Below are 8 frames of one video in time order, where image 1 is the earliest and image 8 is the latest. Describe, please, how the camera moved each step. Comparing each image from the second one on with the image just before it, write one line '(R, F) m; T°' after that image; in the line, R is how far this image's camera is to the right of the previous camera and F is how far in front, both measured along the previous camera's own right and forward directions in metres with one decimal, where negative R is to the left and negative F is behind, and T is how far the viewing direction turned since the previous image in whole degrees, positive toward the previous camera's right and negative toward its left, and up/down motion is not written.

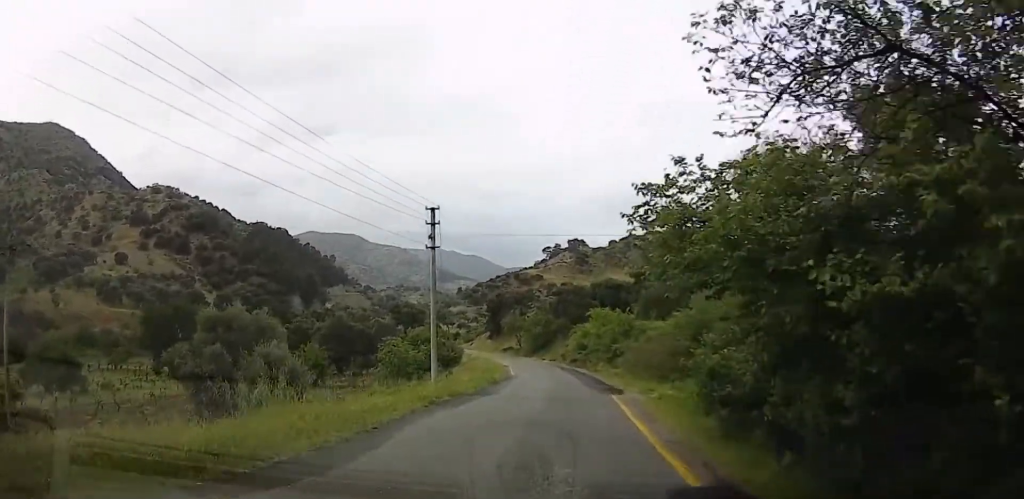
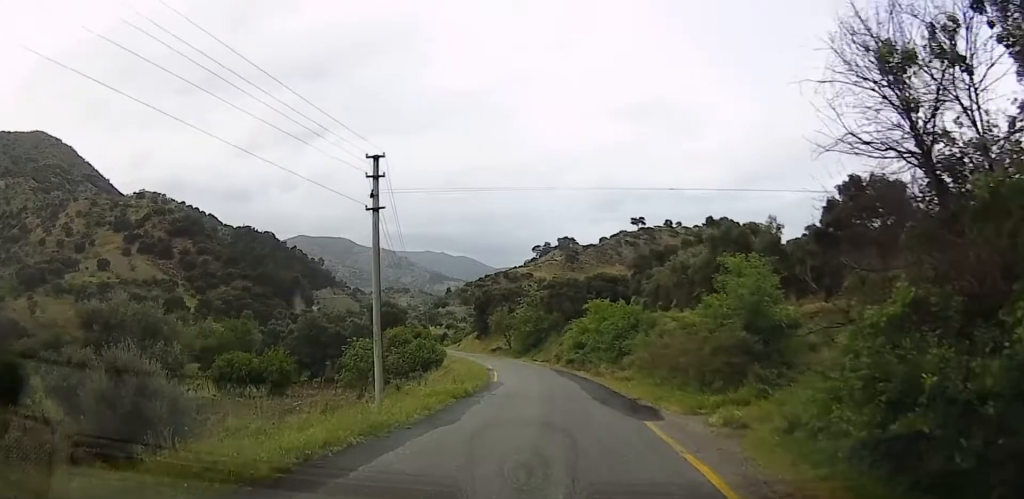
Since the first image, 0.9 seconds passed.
(0.0, +6.9) m; -4°
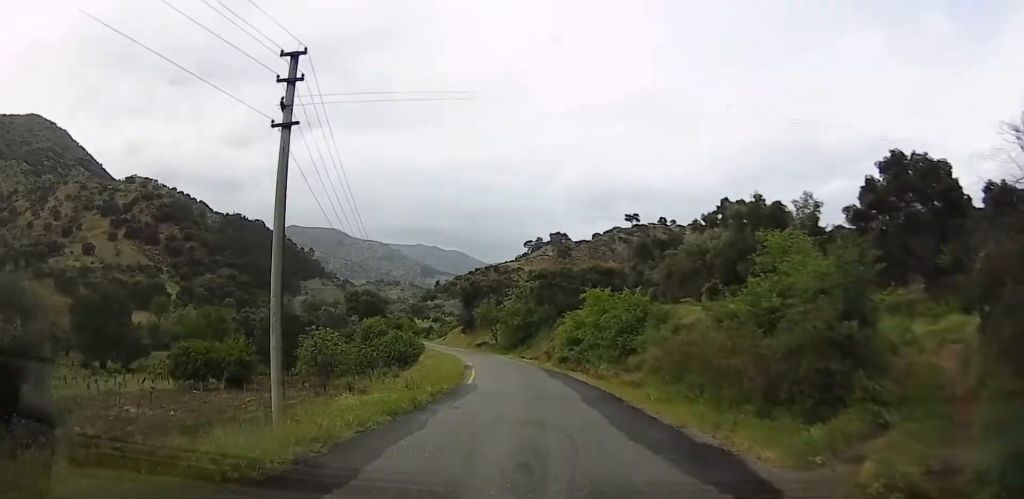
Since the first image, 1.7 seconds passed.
(-0.5, +5.9) m; +1°
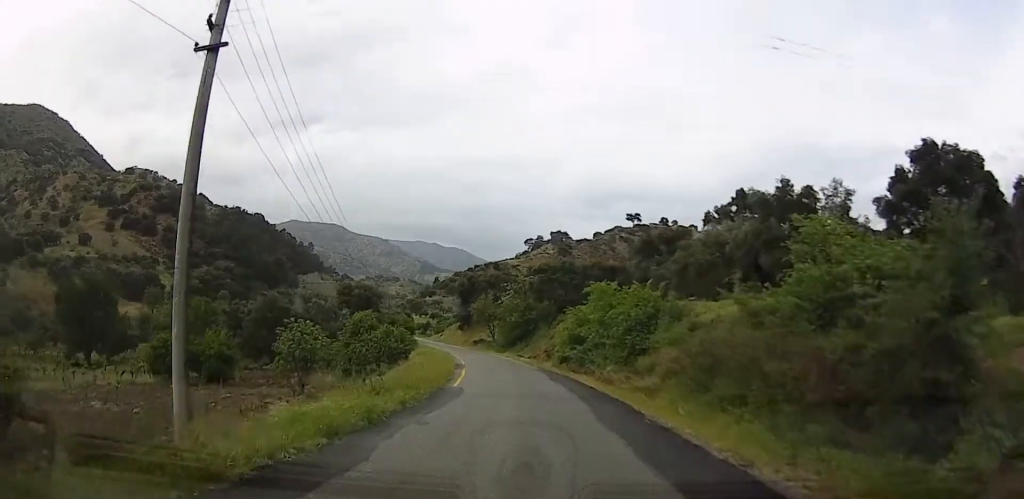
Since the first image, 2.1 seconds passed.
(-0.1, +3.1) m; +1°
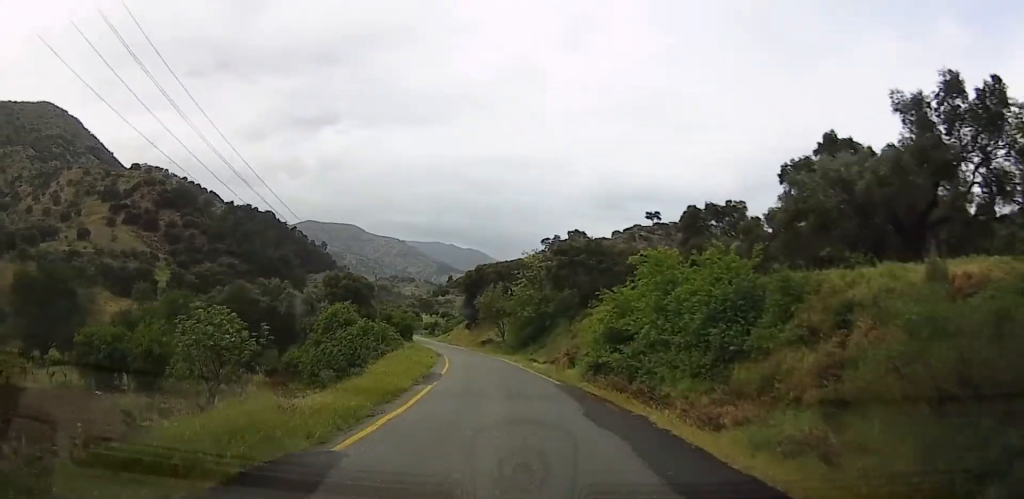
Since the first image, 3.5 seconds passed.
(+1.3, +11.3) m; +3°
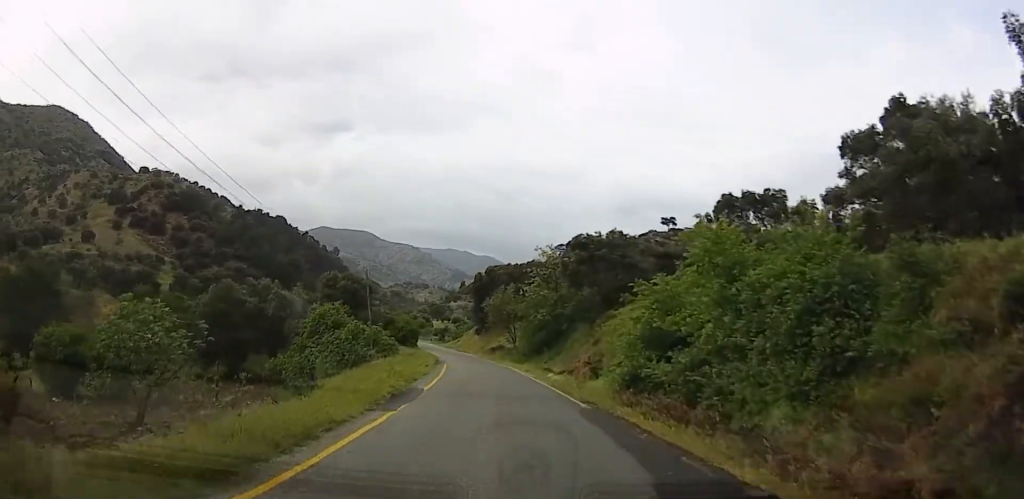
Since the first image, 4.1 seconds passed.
(+0.1, +5.4) m; -5°
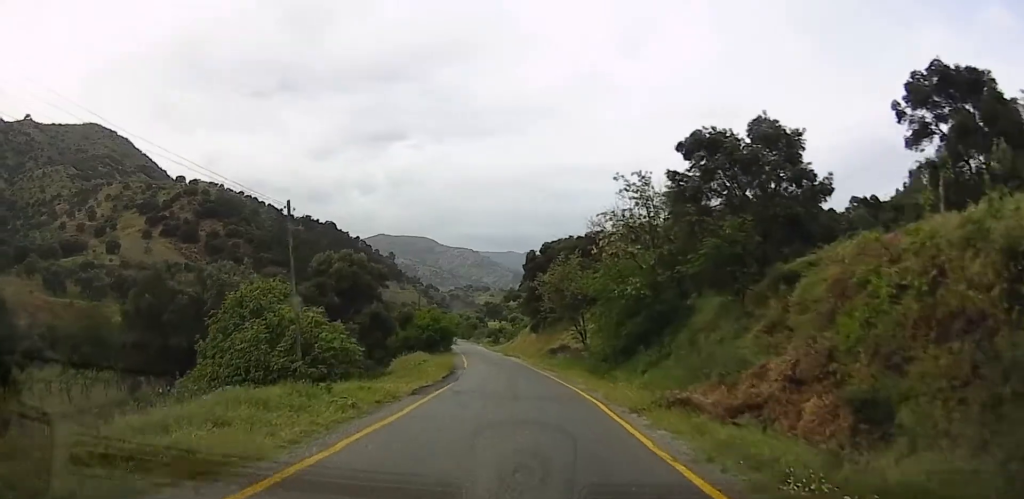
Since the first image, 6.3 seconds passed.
(-2.5, +18.8) m; -8°
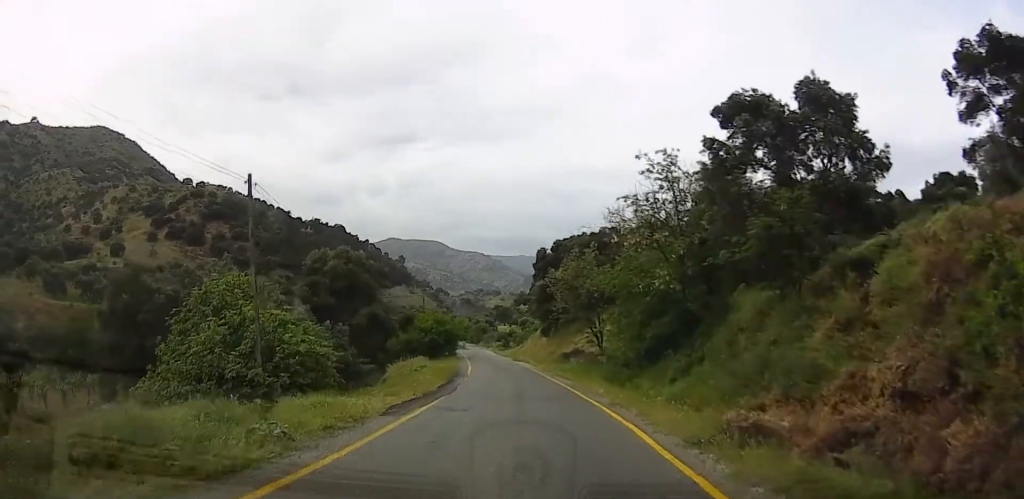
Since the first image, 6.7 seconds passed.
(0.0, +3.5) m; 0°
